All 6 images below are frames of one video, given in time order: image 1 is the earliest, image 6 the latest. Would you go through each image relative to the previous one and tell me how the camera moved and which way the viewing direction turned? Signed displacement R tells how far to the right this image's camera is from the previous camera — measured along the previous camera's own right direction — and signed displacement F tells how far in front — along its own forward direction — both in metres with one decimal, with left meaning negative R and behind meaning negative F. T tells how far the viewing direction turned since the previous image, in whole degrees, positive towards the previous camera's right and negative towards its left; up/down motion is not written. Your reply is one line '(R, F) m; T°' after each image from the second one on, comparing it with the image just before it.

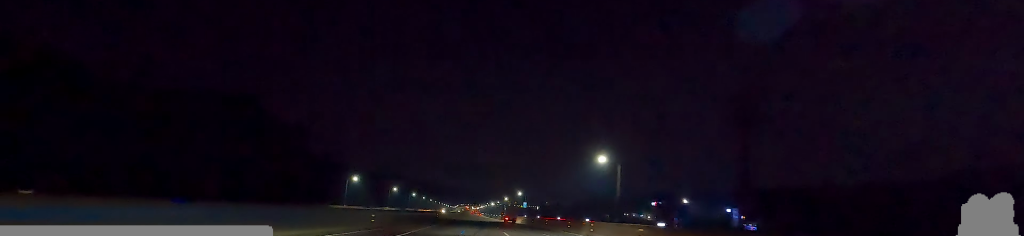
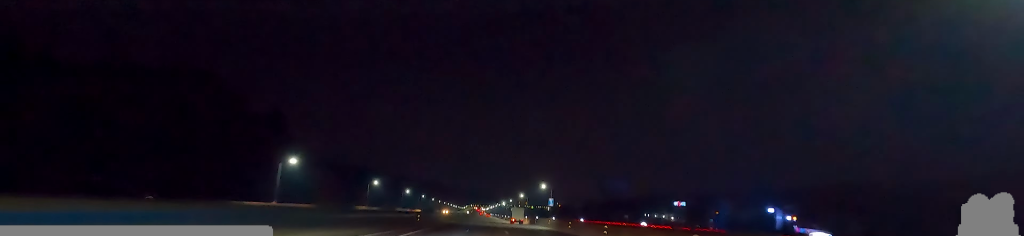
(-0.3, +34.2) m; 0°
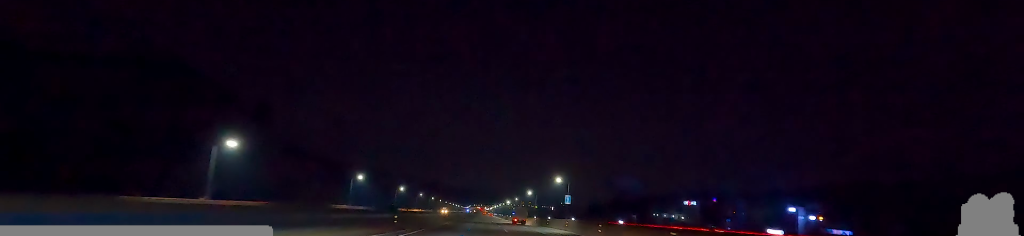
(+0.1, +15.2) m; 0°
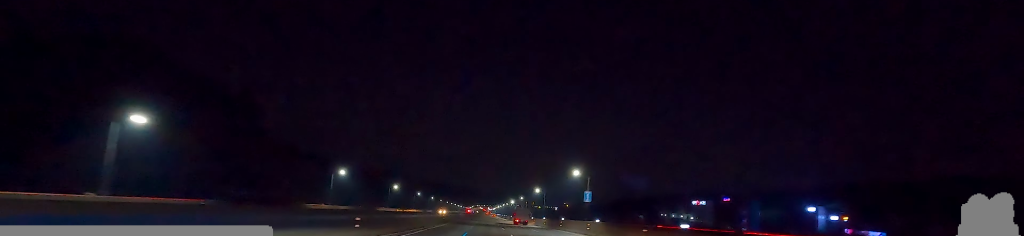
(+0.7, +12.4) m; 0°
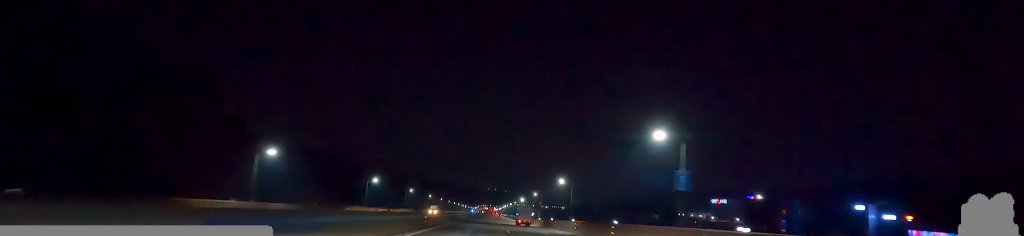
(-0.9, +26.5) m; -3°
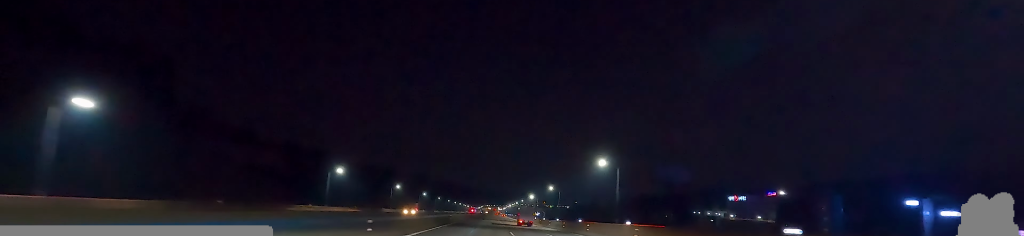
(-0.3, +24.1) m; -1°
